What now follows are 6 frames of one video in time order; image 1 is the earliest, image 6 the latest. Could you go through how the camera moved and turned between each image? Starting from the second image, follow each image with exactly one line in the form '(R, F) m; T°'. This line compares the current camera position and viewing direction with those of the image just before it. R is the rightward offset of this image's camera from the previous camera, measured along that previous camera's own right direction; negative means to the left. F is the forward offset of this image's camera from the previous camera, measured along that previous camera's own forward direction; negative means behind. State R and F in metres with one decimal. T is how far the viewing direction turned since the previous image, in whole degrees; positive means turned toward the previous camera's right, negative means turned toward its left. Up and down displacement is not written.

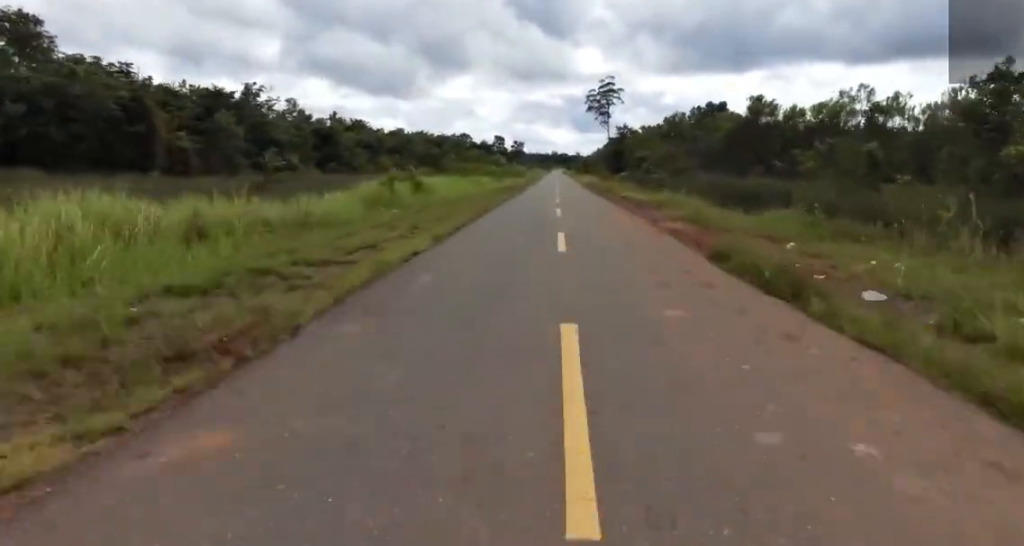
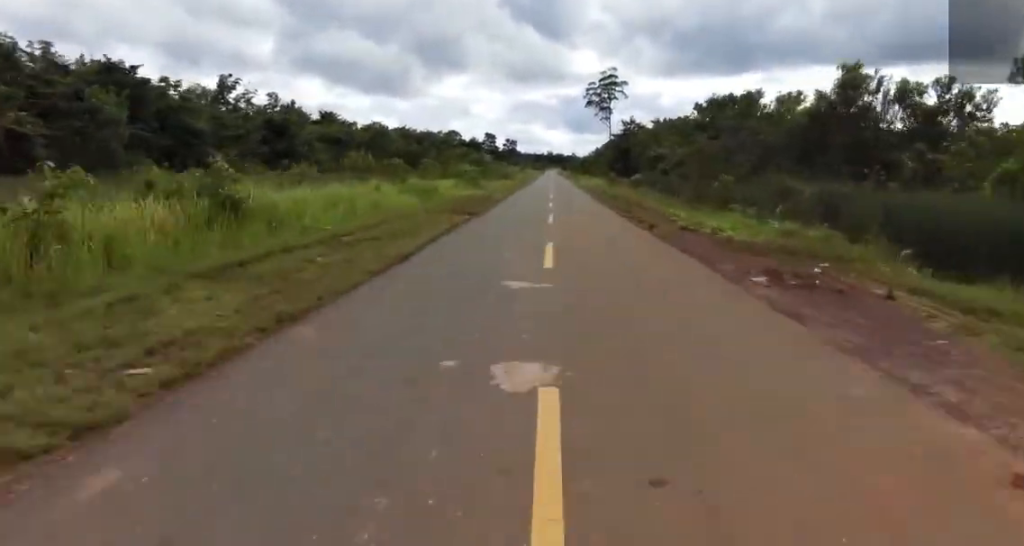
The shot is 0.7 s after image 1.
(+0.9, +17.7) m; +3°
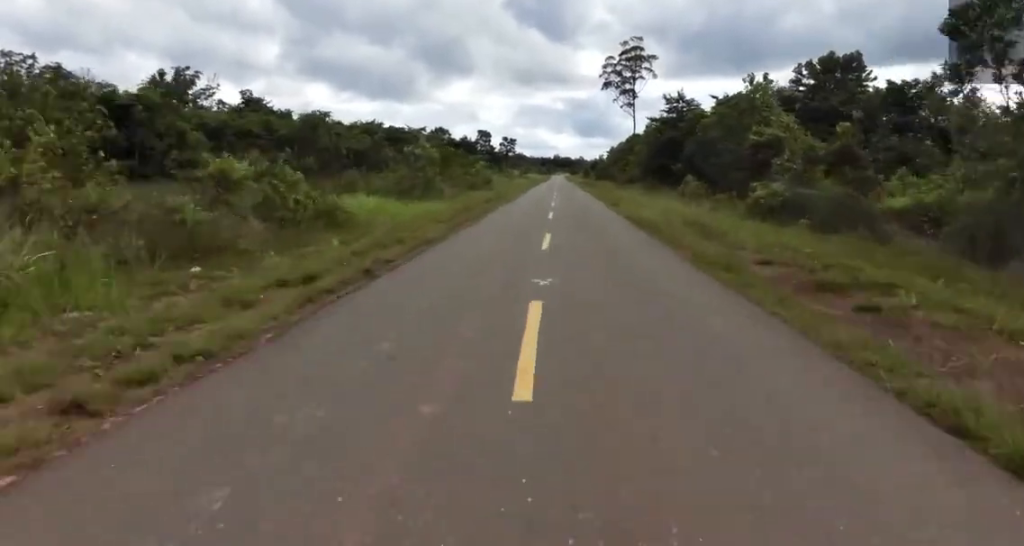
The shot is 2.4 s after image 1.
(+1.3, +39.3) m; +1°
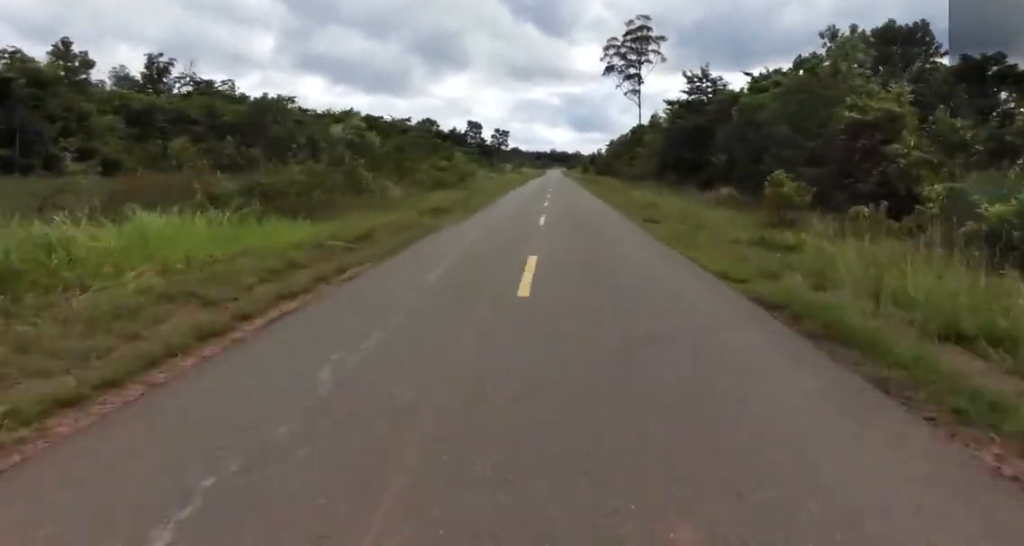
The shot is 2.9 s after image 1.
(+0.3, +14.1) m; -2°
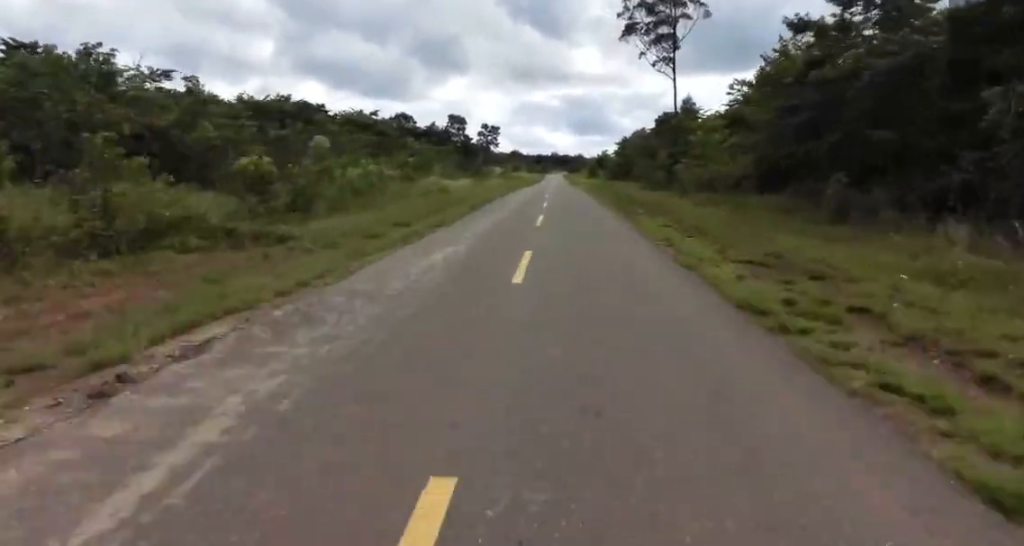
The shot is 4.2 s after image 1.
(-1.7, +31.5) m; 0°
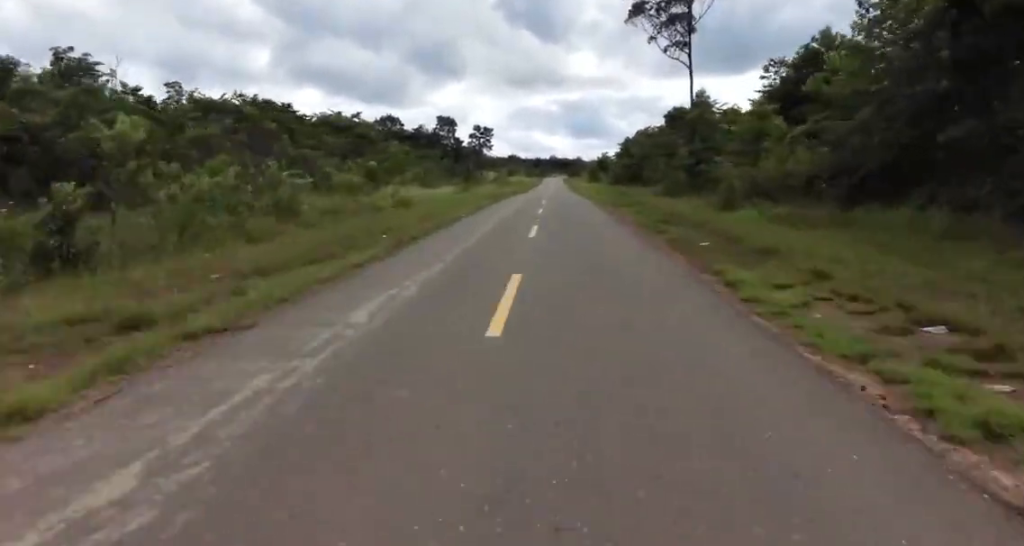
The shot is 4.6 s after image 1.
(+0.8, +11.0) m; 0°
